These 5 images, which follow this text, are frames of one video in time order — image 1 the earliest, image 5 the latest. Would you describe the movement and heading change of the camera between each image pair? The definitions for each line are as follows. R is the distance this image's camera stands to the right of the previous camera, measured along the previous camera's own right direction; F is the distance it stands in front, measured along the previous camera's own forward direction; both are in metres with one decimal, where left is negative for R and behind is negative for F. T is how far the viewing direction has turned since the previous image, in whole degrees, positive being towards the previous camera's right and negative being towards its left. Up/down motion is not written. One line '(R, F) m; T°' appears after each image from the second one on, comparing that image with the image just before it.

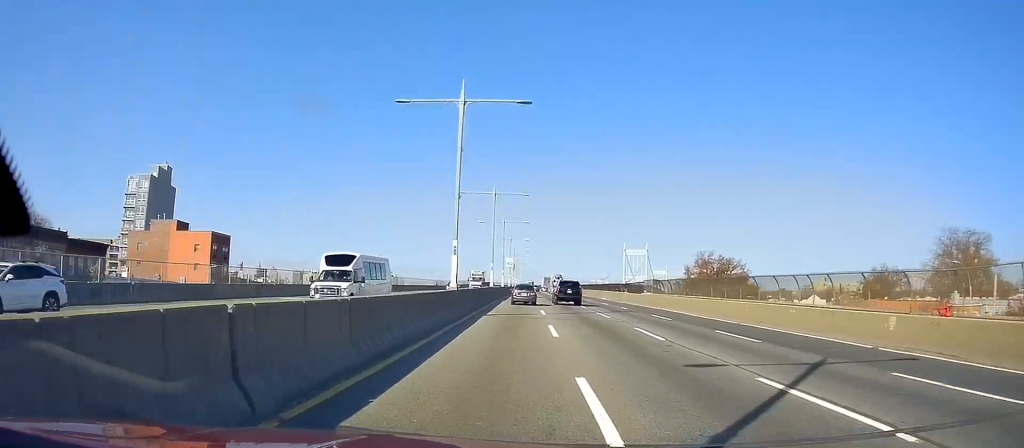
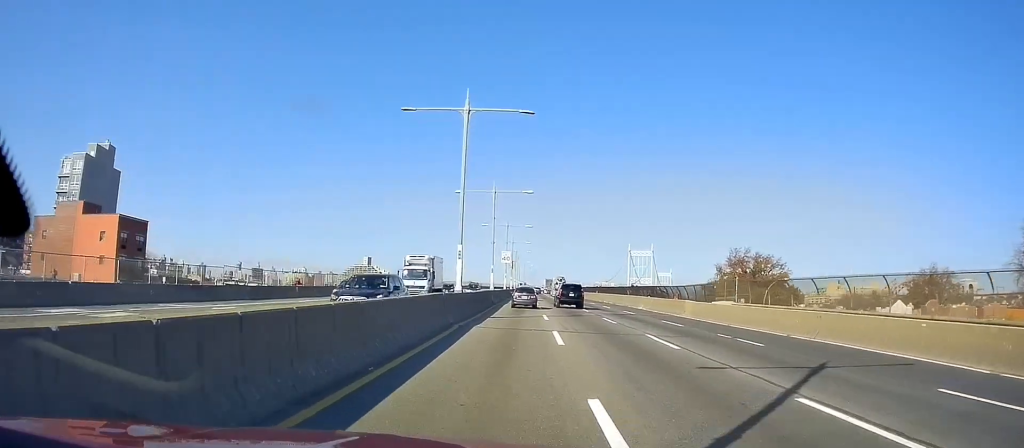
(+0.5, +26.0) m; 0°
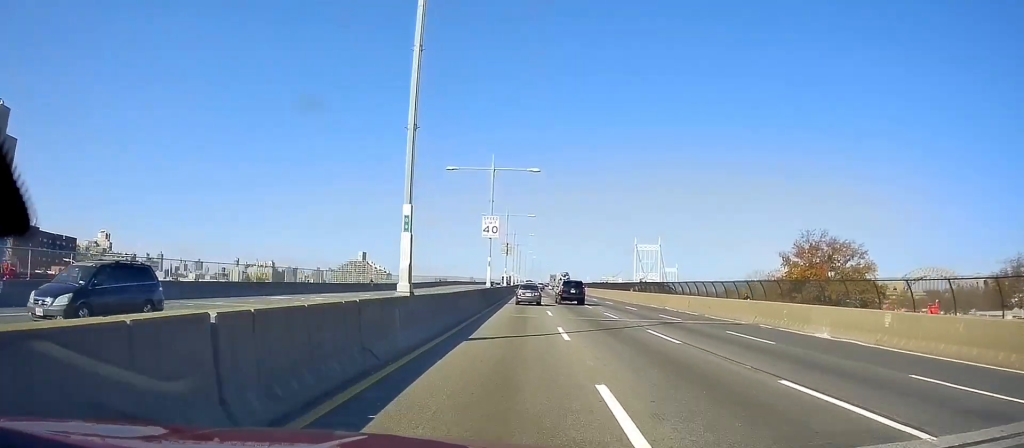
(-1.2, +36.0) m; -1°
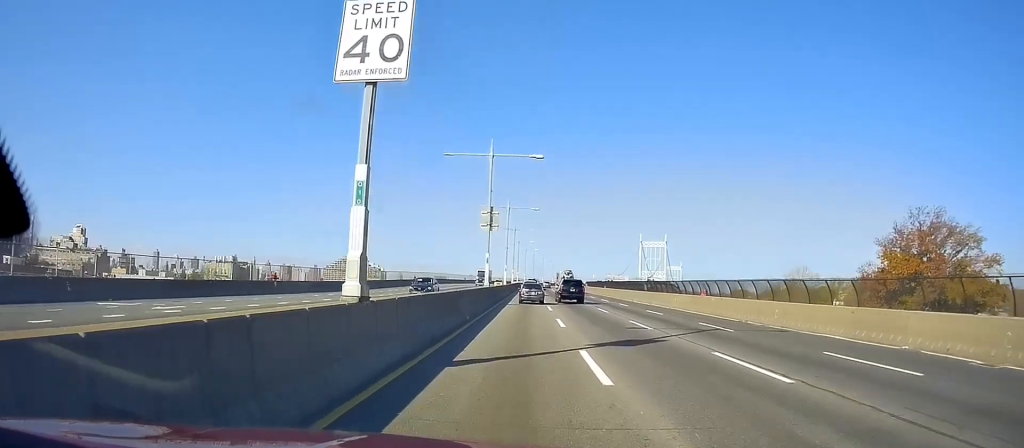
(+0.4, +32.1) m; 0°
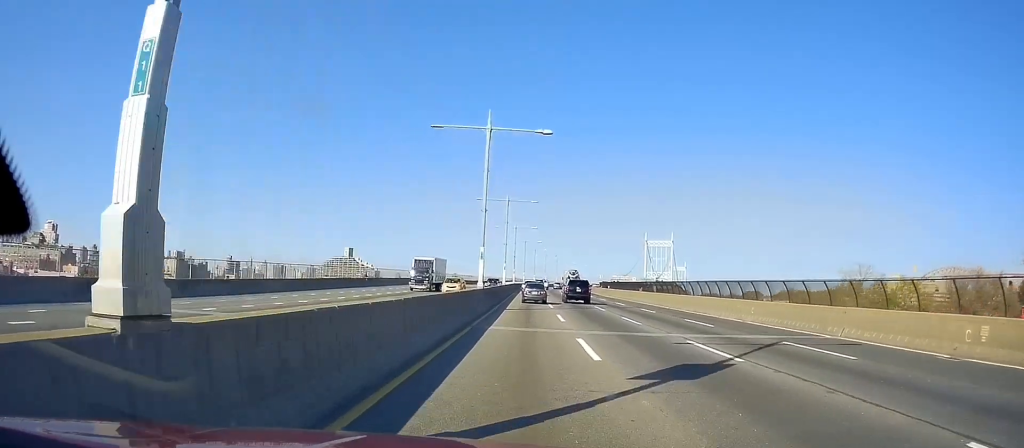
(-0.3, +33.3) m; -1°
